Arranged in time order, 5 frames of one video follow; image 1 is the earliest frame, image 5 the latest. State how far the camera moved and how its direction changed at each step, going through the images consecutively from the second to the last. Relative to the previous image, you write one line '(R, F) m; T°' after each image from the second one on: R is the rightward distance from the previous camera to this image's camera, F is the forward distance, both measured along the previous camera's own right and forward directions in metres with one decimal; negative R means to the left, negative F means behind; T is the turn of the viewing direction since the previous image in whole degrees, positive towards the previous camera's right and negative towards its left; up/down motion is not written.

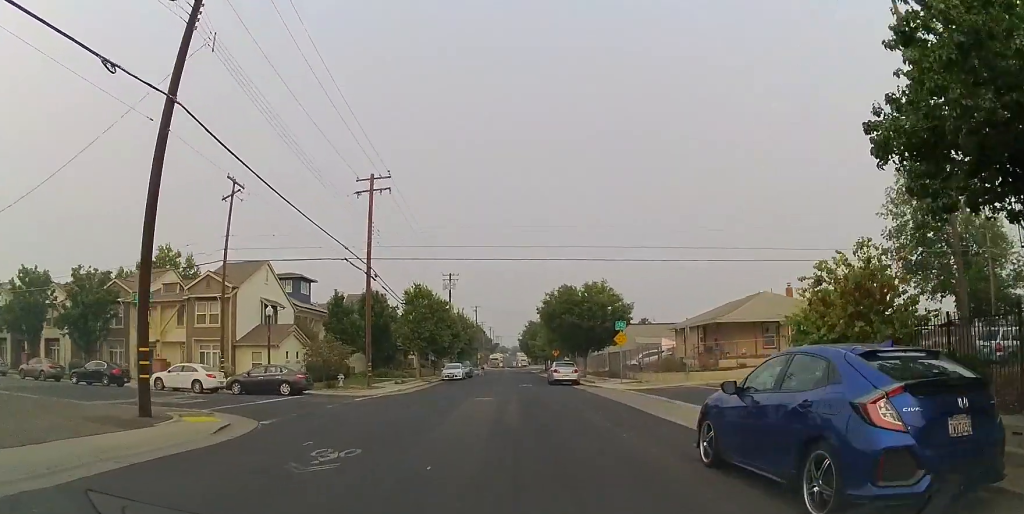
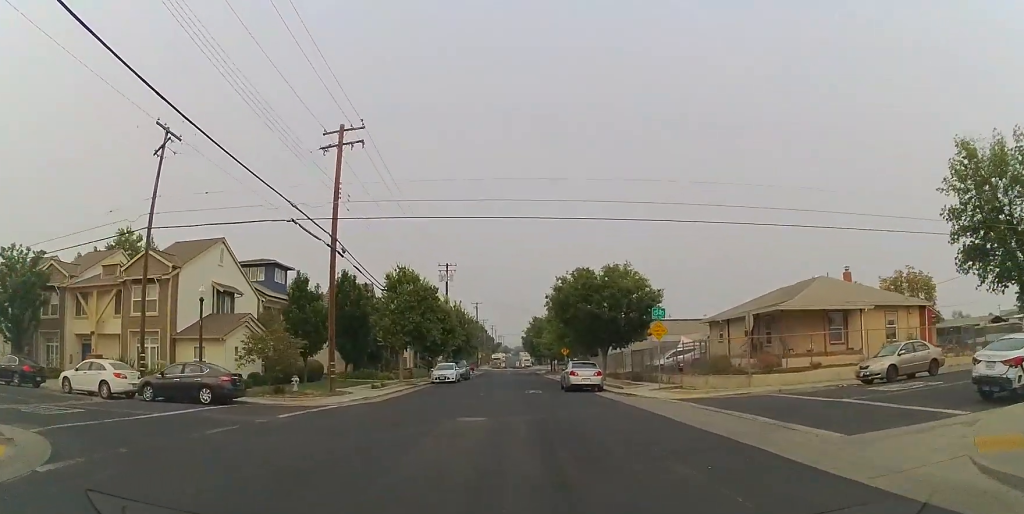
(0.0, +7.8) m; 0°
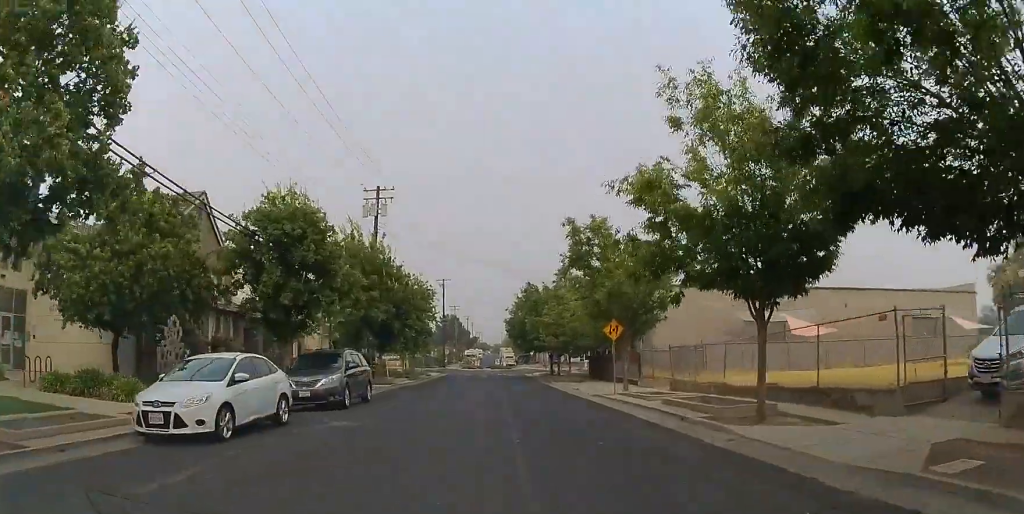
(0.0, +33.4) m; +2°
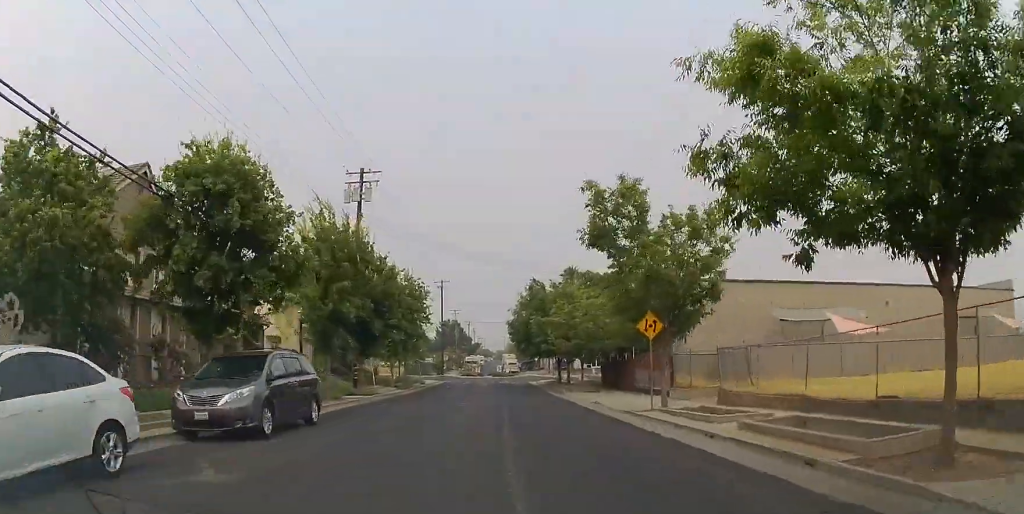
(-0.2, +5.9) m; -2°
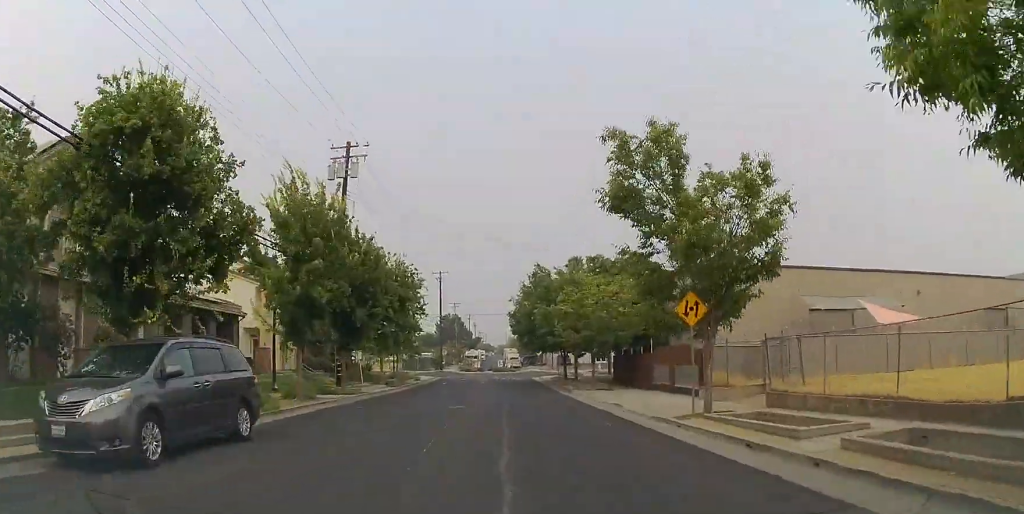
(0.0, +4.0) m; 0°
